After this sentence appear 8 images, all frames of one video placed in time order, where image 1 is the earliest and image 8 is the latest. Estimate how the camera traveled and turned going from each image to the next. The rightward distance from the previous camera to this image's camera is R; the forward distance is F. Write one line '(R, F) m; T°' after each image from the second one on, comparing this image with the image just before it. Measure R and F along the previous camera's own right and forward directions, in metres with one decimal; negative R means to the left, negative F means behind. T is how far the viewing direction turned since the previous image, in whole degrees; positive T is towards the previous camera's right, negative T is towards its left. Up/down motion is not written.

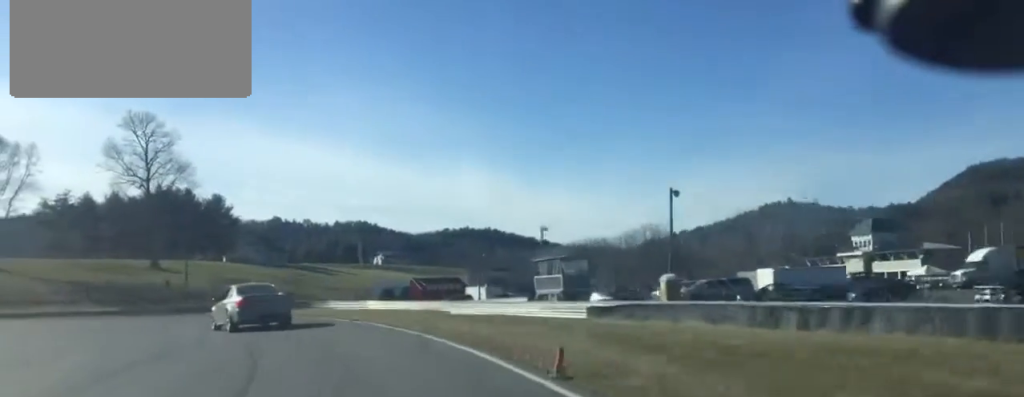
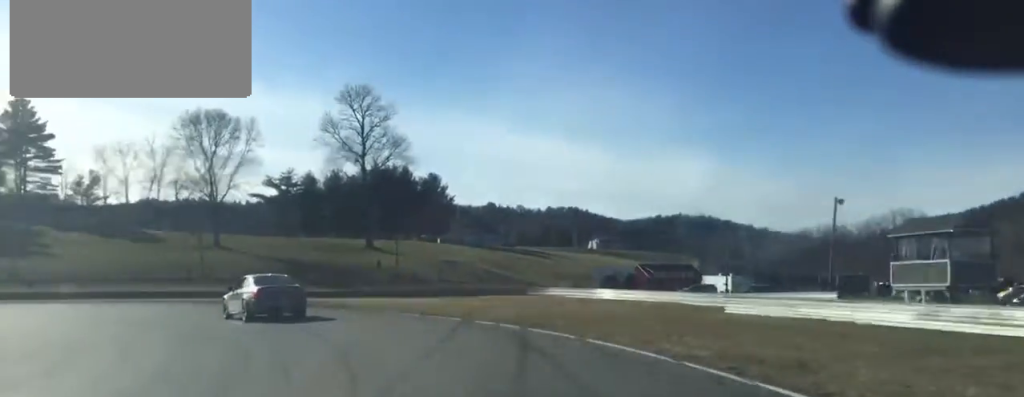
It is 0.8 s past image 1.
(-1.2, +19.6) m; -11°
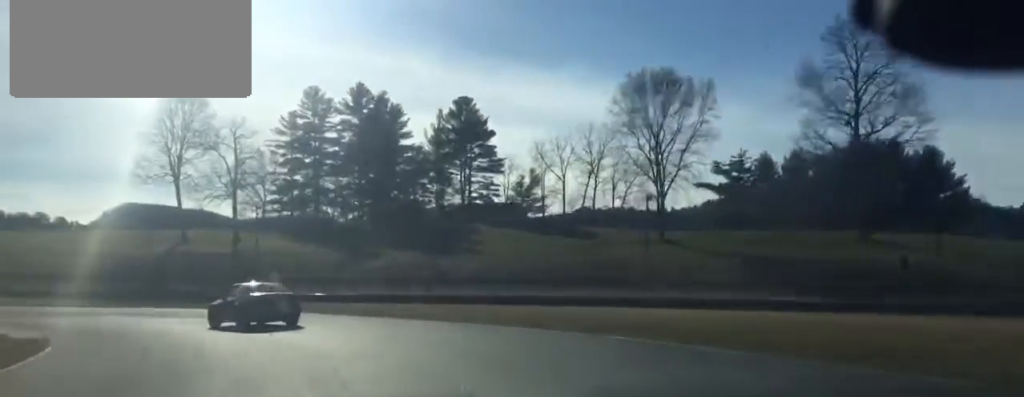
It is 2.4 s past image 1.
(-8.4, +35.0) m; -29°
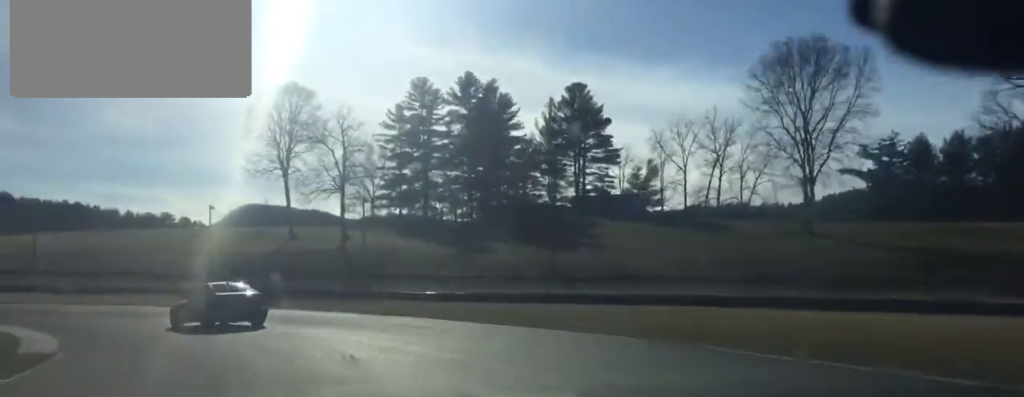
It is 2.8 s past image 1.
(-1.0, +9.7) m; -7°
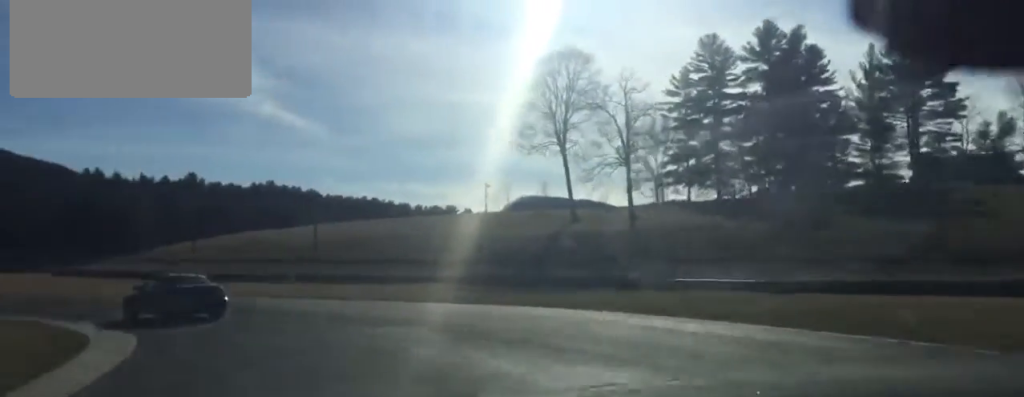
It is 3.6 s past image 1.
(-2.1, +18.8) m; -14°
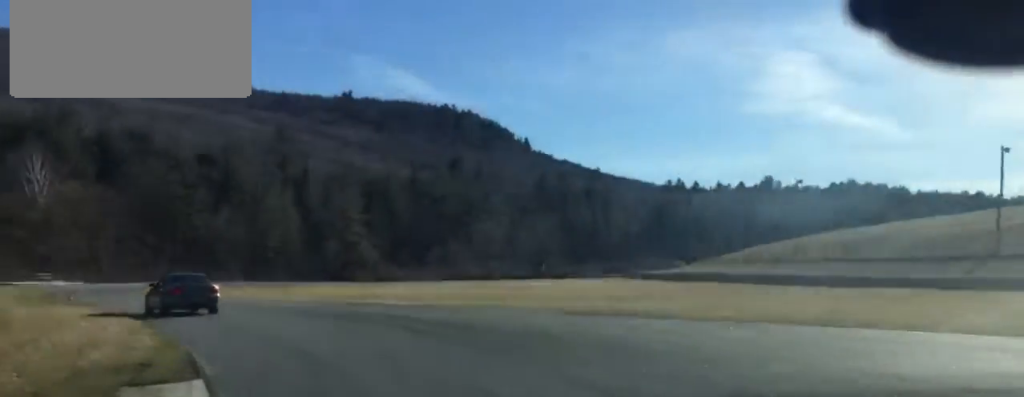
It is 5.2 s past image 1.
(-12.6, +31.6) m; -42°
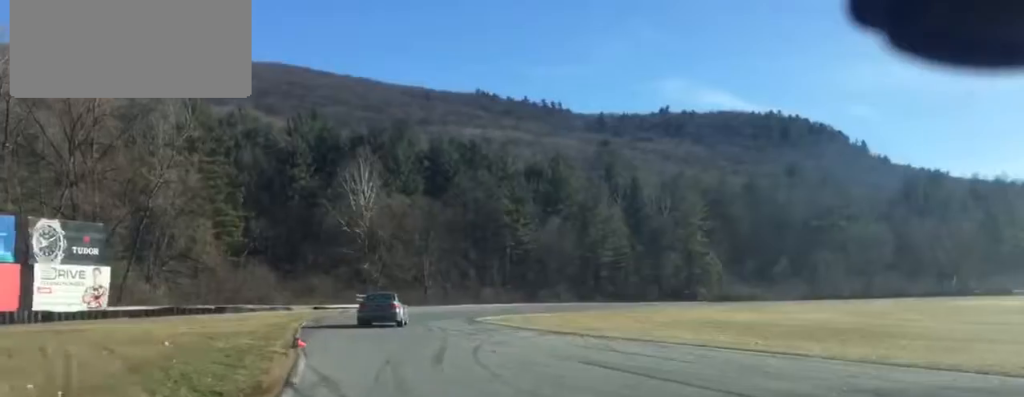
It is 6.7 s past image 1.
(-5.8, +34.4) m; -11°
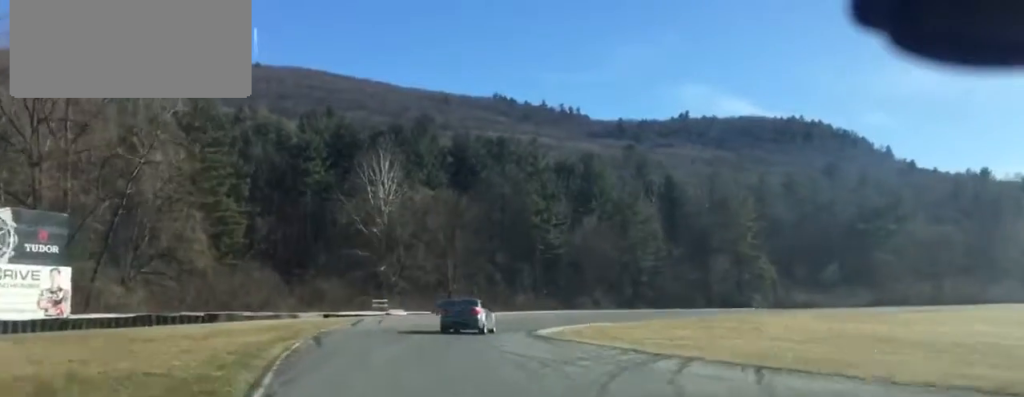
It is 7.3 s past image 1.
(-0.4, +14.0) m; +2°
